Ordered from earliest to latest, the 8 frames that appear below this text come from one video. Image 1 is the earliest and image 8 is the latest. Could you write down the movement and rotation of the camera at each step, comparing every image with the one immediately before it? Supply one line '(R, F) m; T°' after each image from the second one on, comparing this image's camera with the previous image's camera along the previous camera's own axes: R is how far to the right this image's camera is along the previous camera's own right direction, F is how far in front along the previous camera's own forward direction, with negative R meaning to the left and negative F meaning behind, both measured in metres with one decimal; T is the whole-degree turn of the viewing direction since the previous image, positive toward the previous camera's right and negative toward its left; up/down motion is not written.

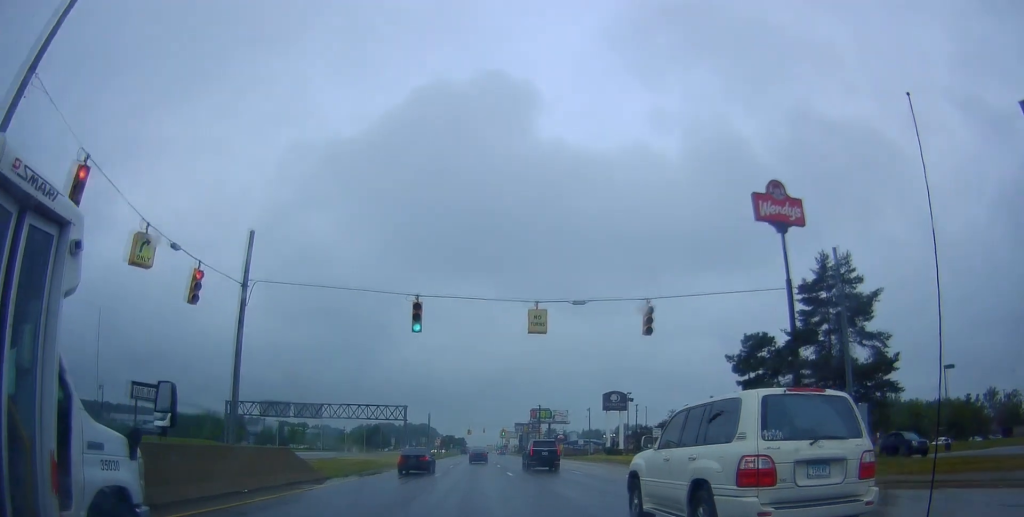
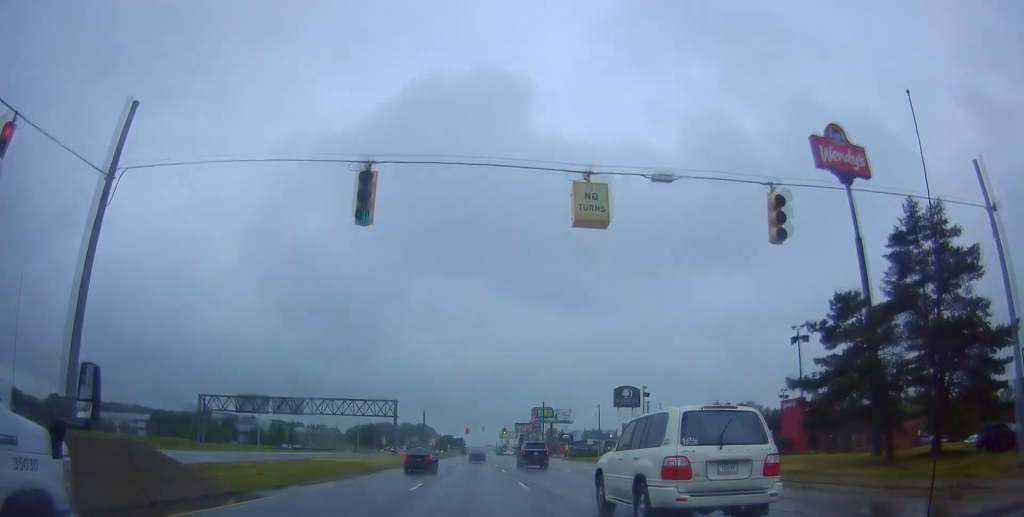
(-0.4, +8.3) m; 0°
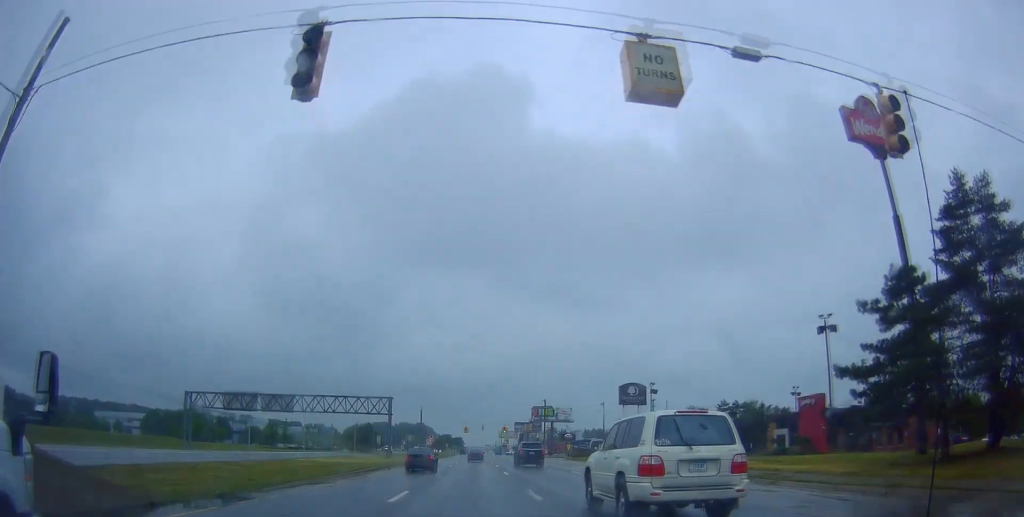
(+0.1, +3.8) m; +1°
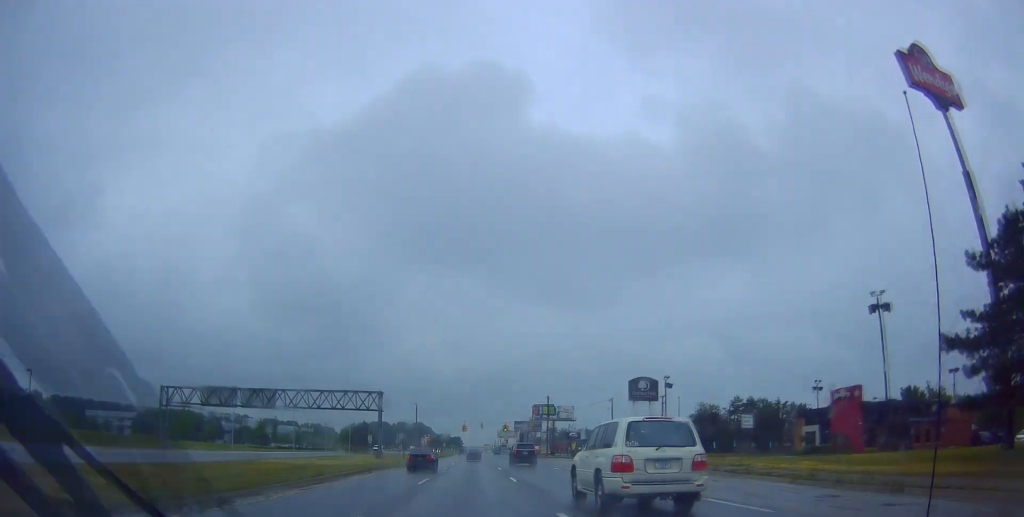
(+0.3, +6.2) m; +2°
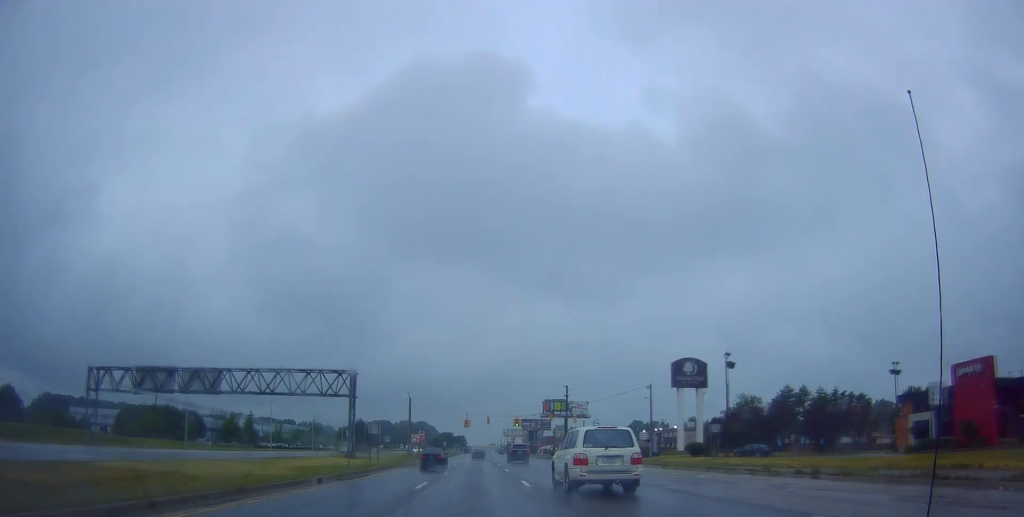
(-0.5, +17.0) m; -2°
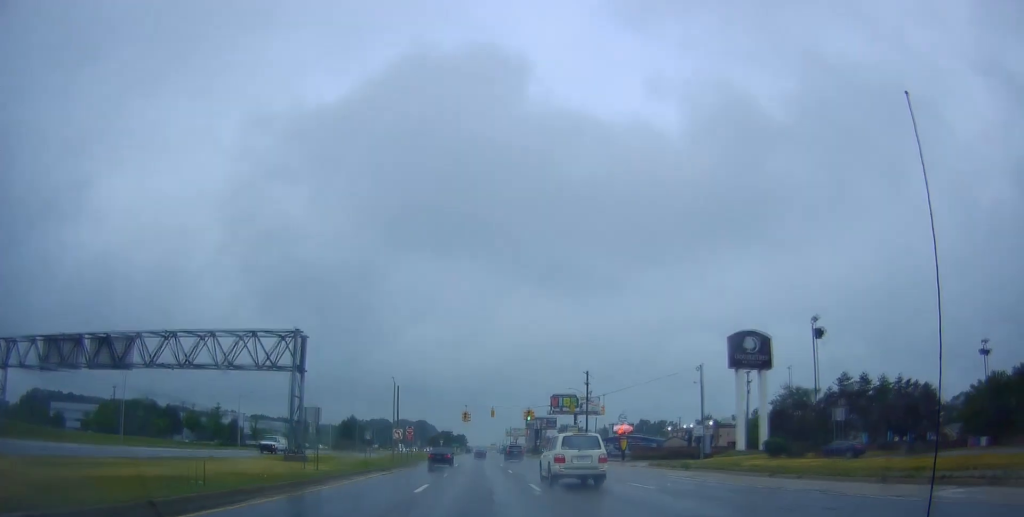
(+0.2, +15.8) m; +2°
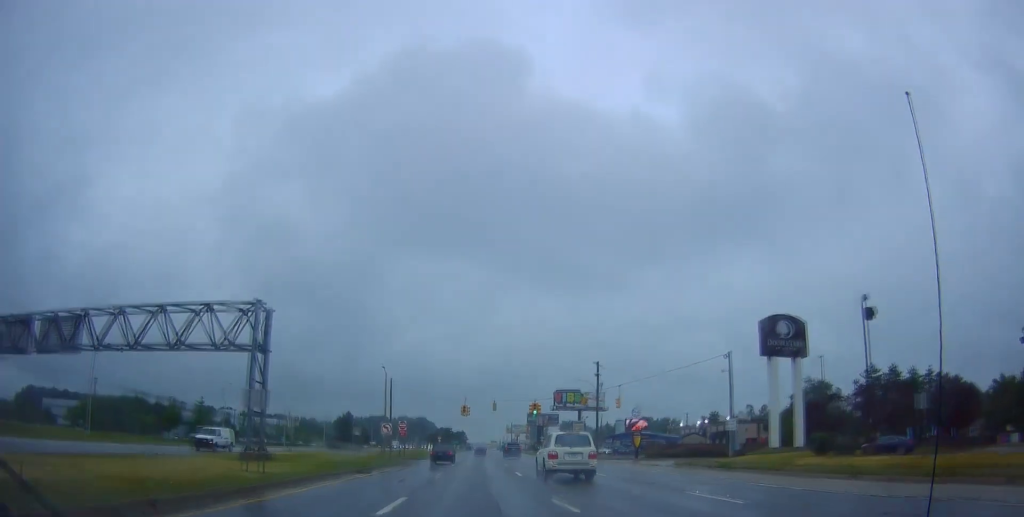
(+0.1, +6.5) m; 0°
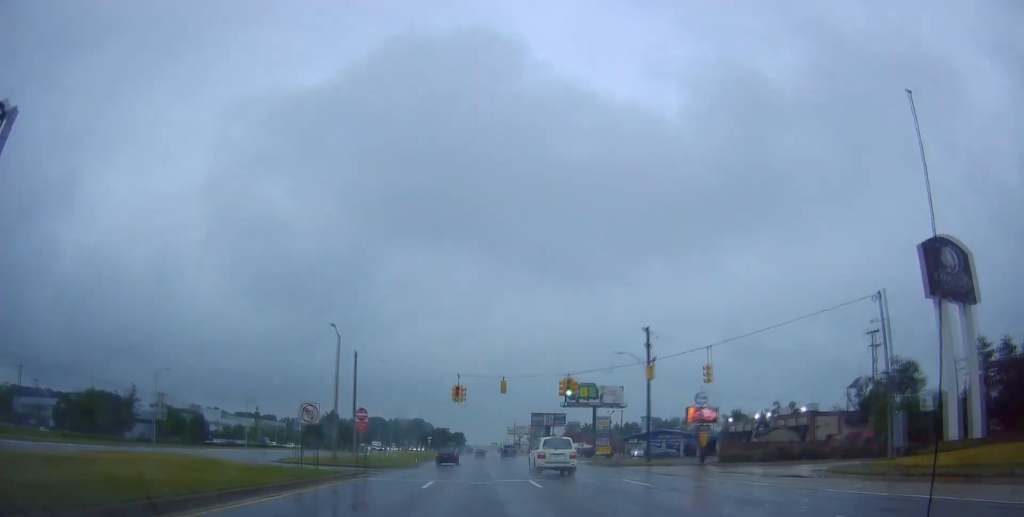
(-0.6, +21.4) m; -1°
